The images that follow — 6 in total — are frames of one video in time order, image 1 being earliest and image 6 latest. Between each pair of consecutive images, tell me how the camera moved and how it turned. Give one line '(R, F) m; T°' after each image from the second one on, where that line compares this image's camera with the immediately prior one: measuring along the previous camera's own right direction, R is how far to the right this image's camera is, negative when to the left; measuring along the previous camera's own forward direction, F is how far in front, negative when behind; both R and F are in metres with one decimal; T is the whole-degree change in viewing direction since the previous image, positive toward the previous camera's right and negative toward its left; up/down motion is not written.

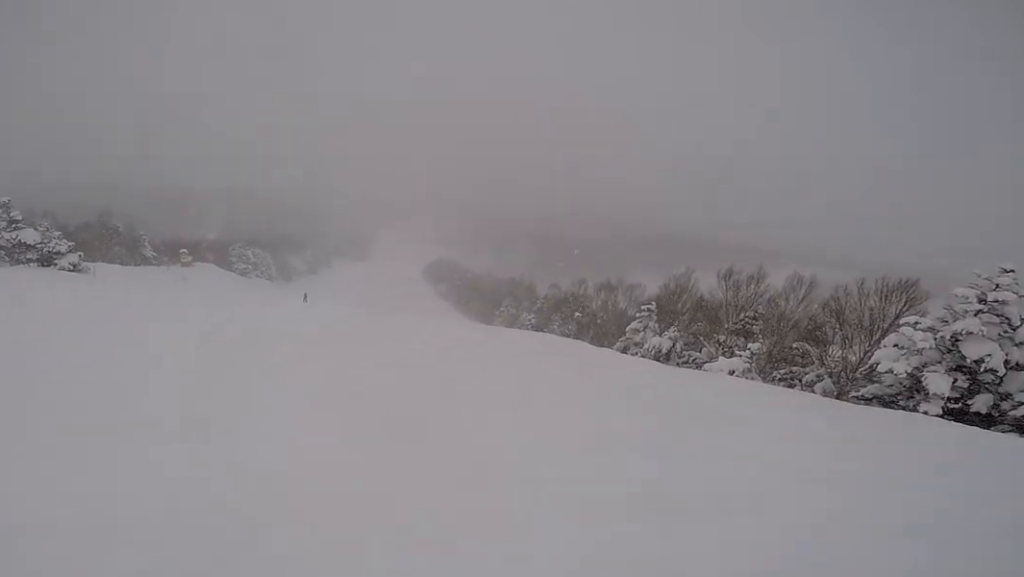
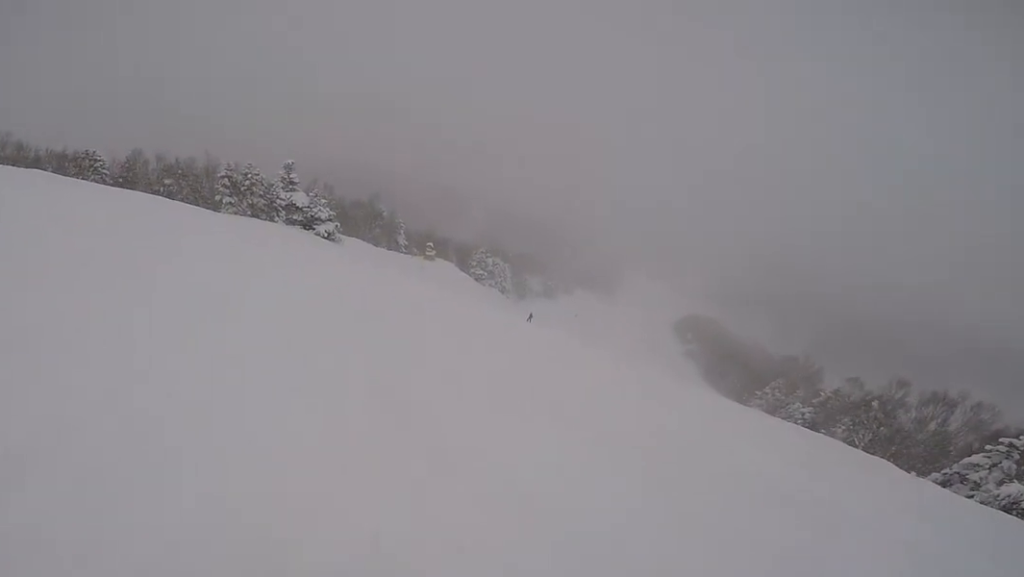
(-1.0, +3.6) m; -24°
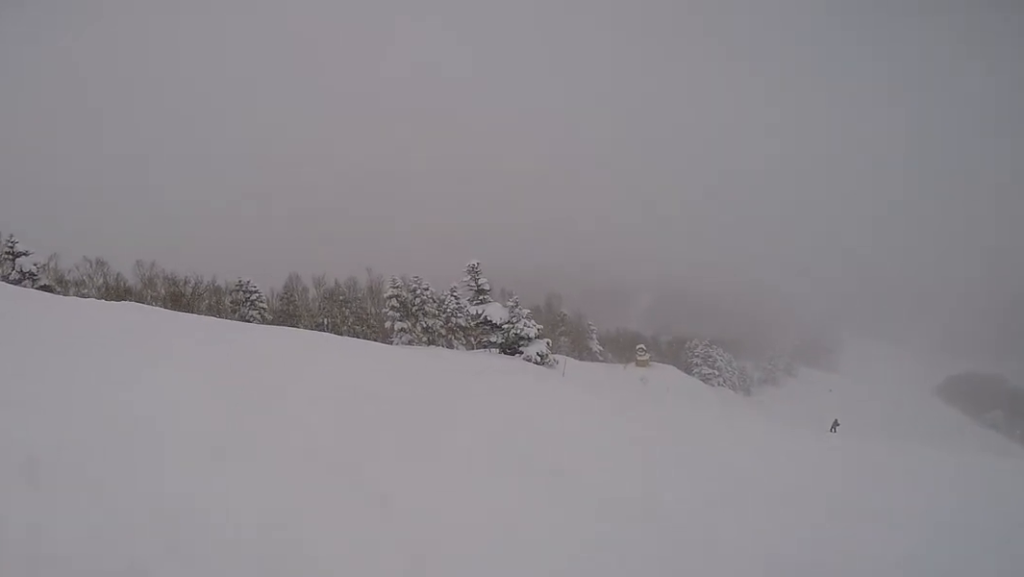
(-5.5, +11.1) m; -40°
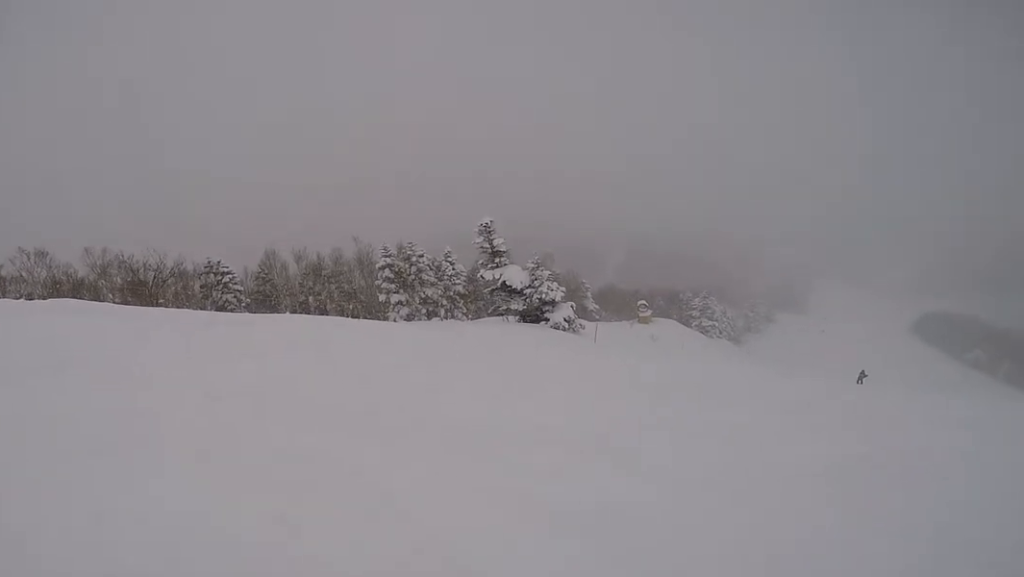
(+0.3, +4.9) m; +10°
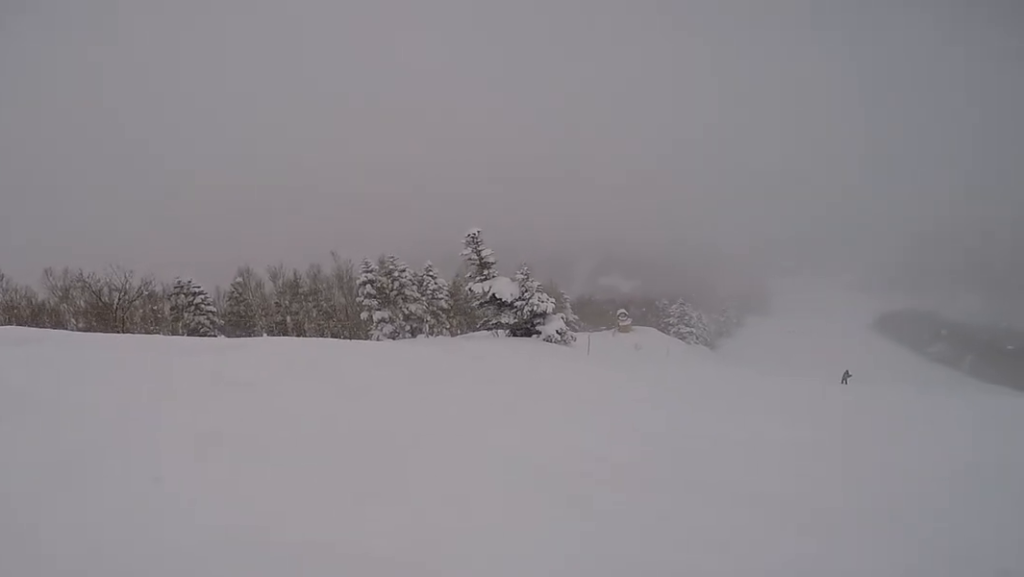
(-0.2, +1.8) m; +6°
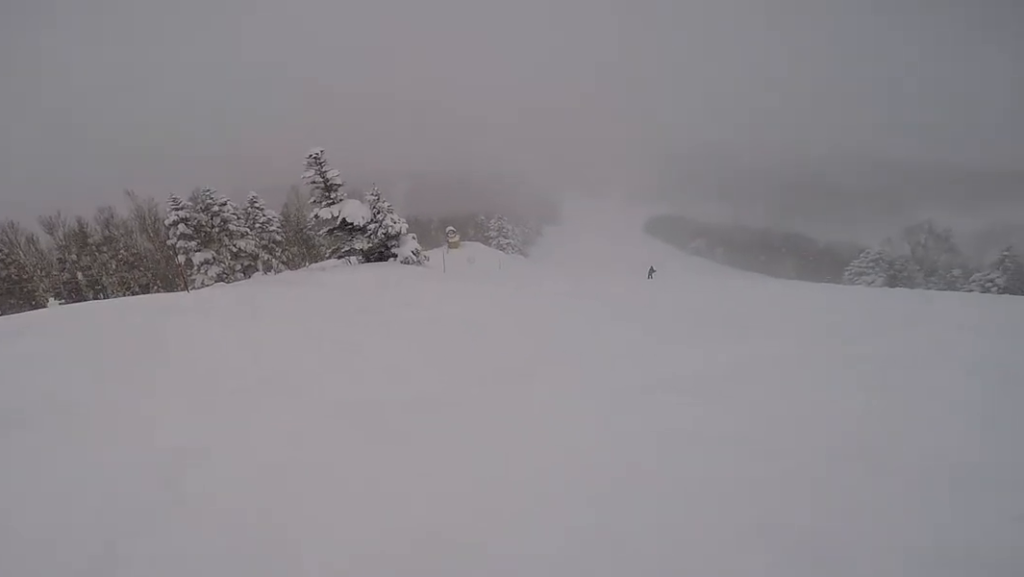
(+0.8, +3.4) m; +40°
